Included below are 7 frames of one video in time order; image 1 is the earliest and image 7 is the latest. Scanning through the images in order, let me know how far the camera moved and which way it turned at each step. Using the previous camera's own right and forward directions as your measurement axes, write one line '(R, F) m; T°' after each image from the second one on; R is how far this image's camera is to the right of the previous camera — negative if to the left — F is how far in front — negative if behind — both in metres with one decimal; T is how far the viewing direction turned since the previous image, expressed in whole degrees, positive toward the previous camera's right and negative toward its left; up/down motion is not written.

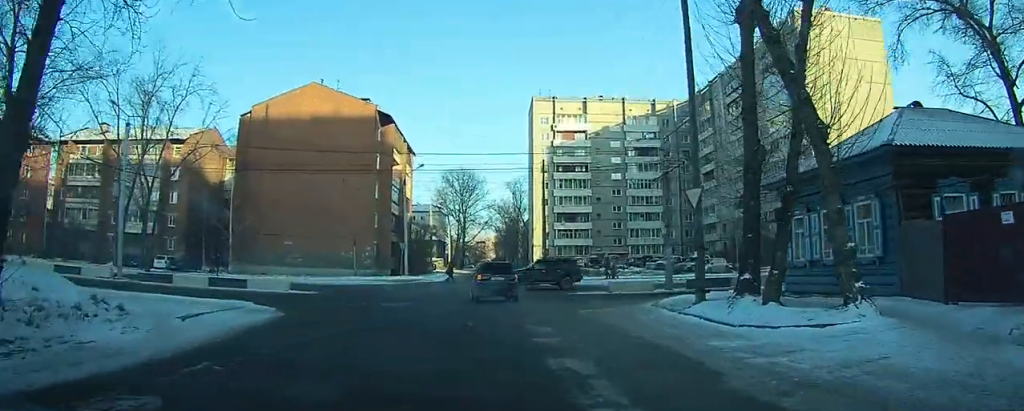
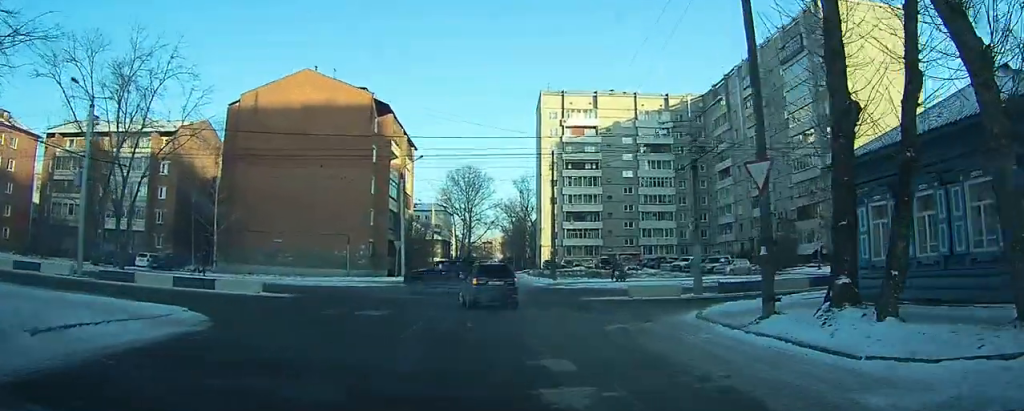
(0.0, +4.6) m; 0°
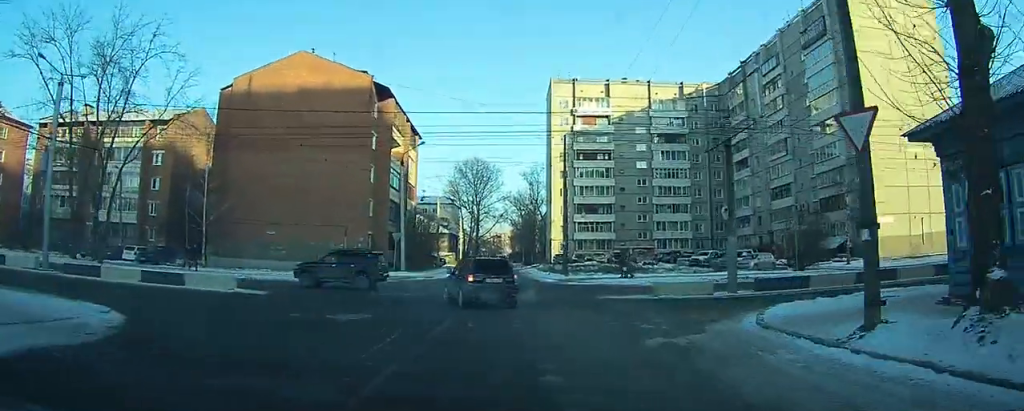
(0.0, +3.7) m; 0°
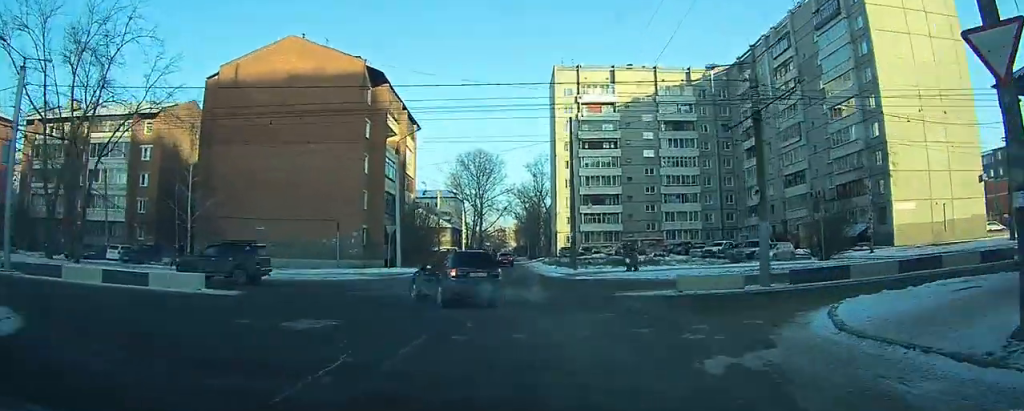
(0.0, +3.4) m; 0°
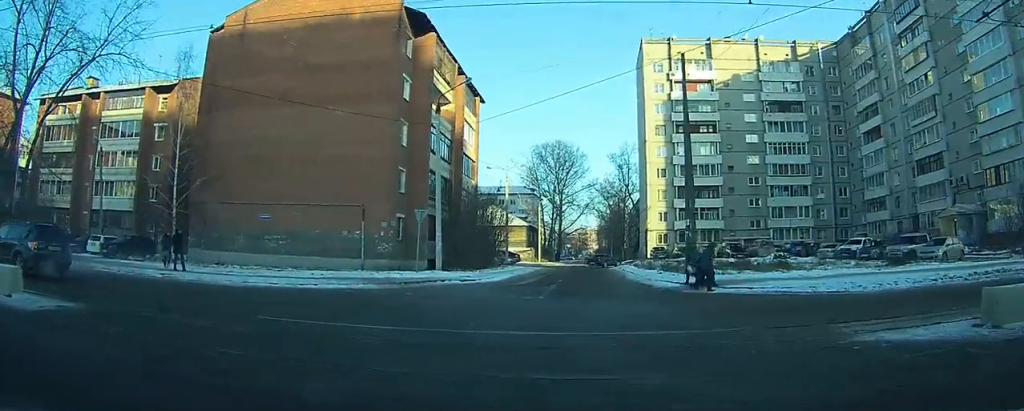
(-1.4, +14.0) m; -13°
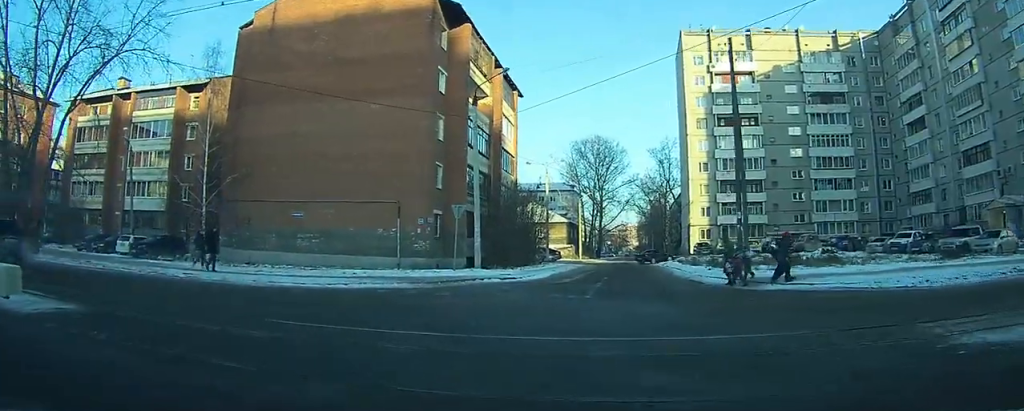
(0.0, +1.5) m; -4°
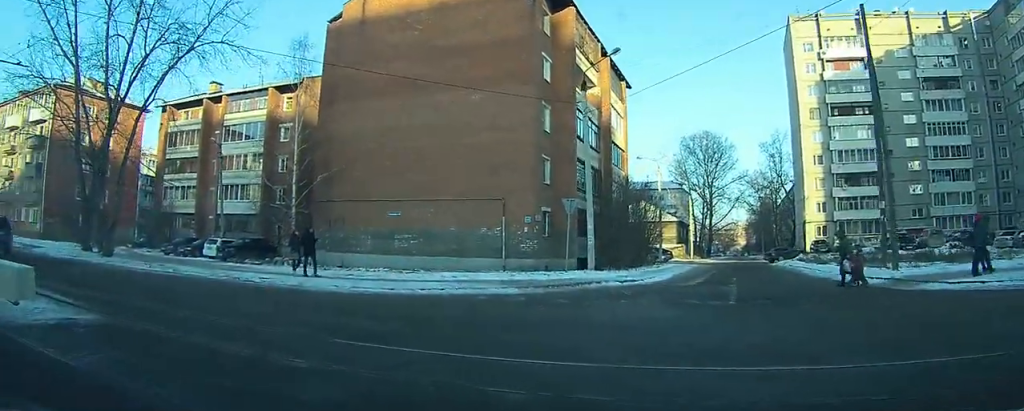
(-0.2, +2.6) m; -9°
